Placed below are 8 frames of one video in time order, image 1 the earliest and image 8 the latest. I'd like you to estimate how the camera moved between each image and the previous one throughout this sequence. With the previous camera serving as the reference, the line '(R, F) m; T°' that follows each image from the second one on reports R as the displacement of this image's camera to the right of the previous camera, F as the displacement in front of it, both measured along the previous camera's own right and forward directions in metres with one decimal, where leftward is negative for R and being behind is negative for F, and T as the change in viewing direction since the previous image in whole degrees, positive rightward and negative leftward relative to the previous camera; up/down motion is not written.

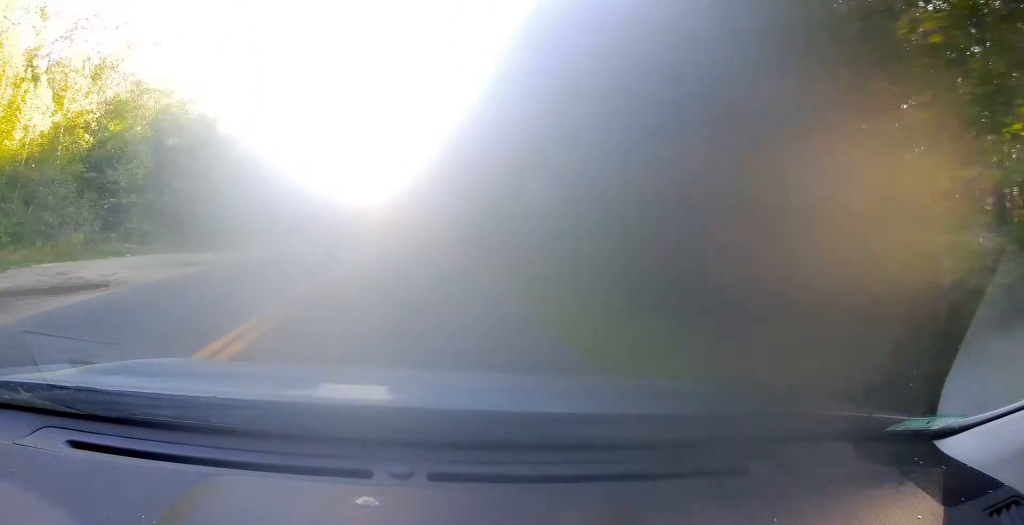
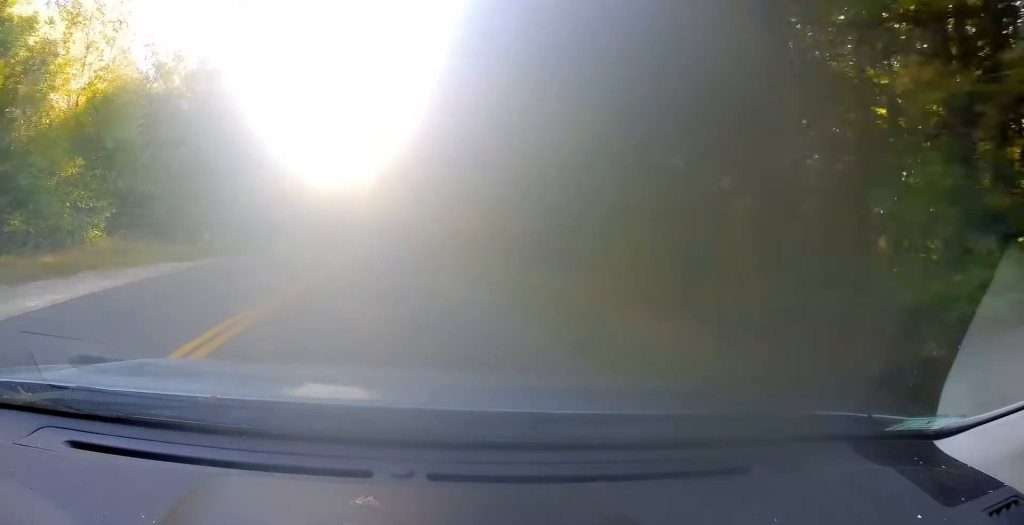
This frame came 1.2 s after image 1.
(-0.2, +24.7) m; -1°
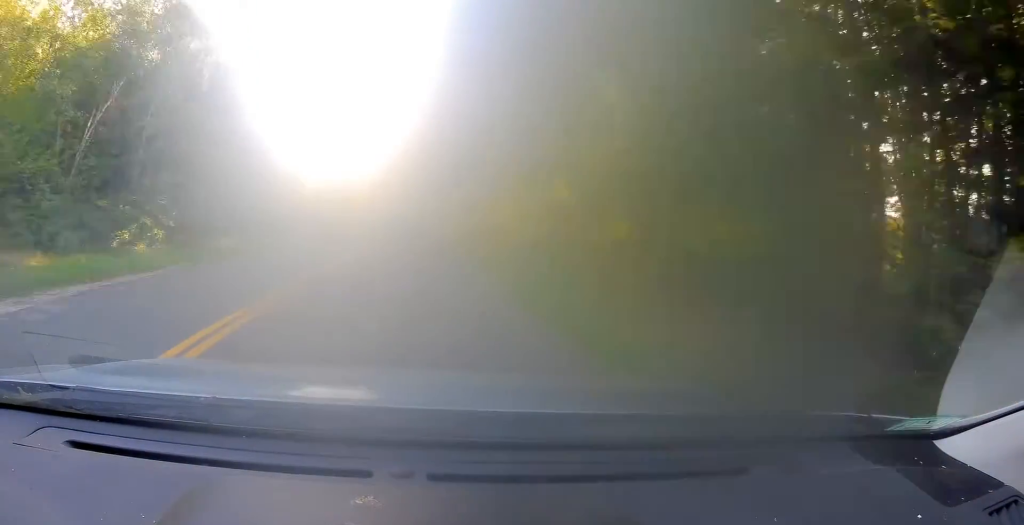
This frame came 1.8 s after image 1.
(-0.3, +11.7) m; 0°
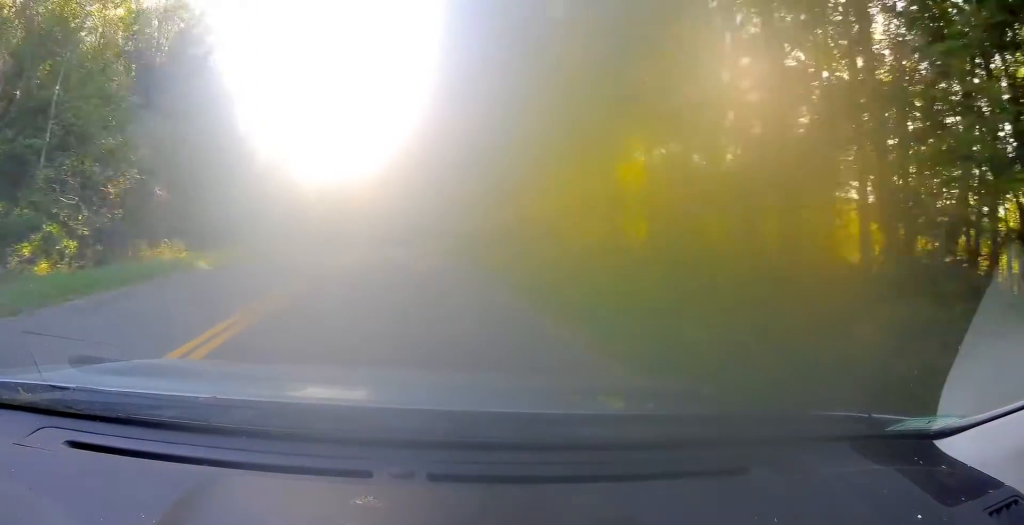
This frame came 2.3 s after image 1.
(0.0, +8.2) m; 0°
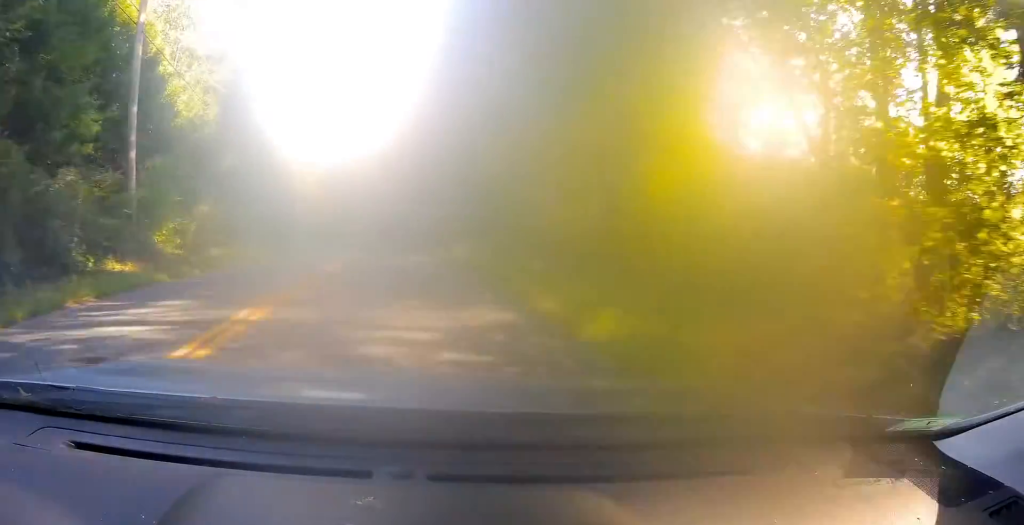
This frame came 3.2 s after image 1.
(+0.5, +16.7) m; 0°
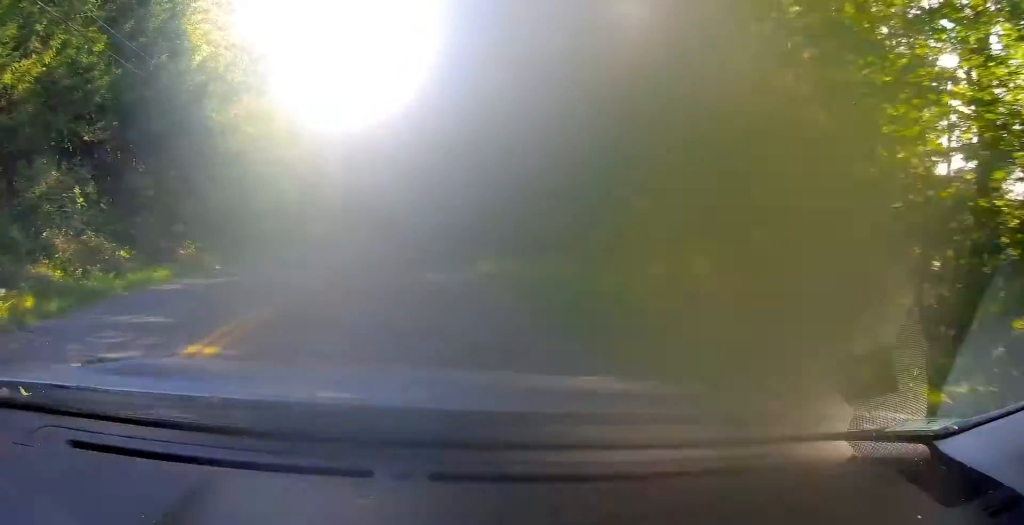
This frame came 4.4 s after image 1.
(-0.6, +21.6) m; -4°
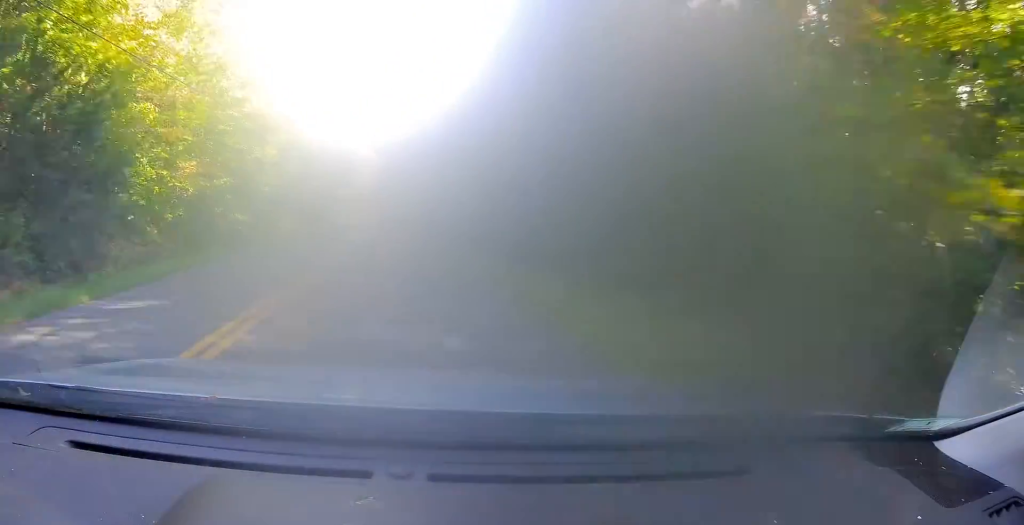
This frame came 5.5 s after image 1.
(-0.7, +19.9) m; -3°
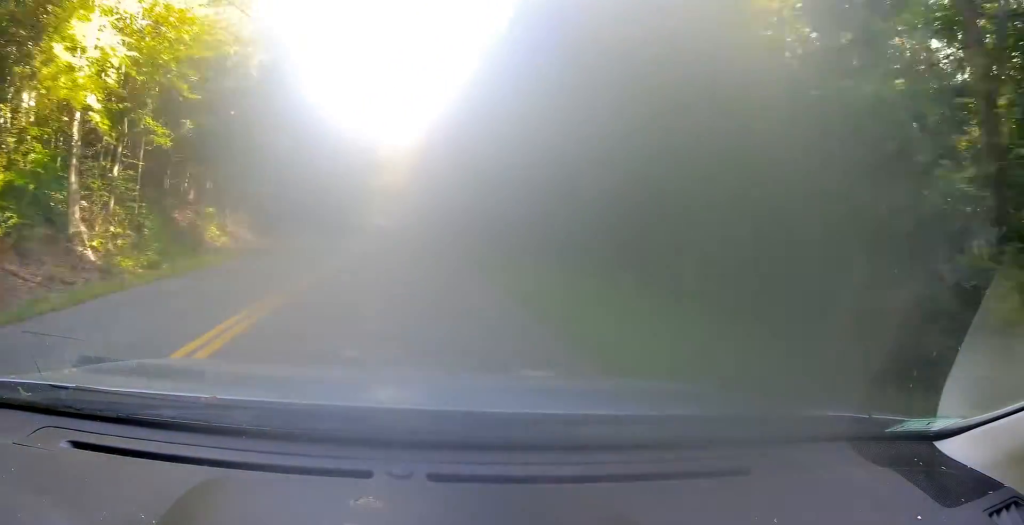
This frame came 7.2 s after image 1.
(-0.4, +31.5) m; -2°
